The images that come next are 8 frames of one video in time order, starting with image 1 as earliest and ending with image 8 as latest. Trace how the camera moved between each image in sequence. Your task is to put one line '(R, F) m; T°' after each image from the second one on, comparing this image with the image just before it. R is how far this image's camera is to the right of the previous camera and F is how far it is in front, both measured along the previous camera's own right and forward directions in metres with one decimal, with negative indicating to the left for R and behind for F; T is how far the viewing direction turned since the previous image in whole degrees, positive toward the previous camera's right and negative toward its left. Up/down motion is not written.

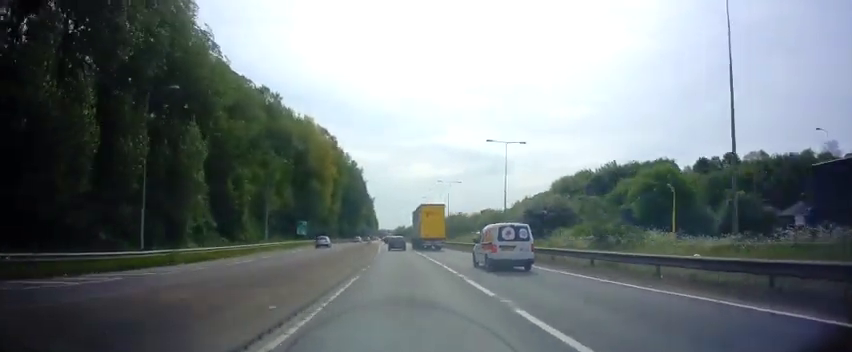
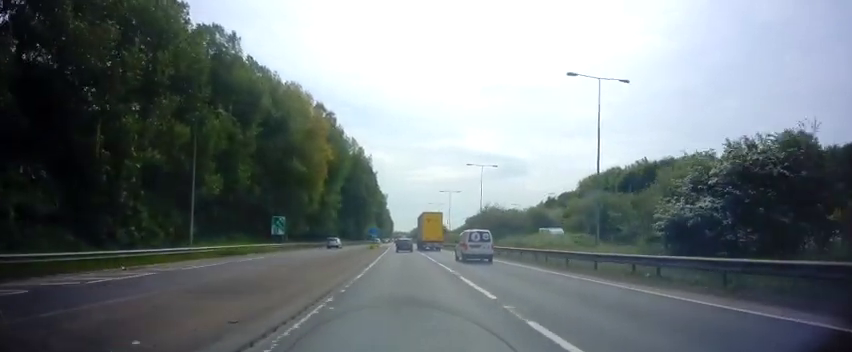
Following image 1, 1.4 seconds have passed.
(-0.6, +22.7) m; -3°
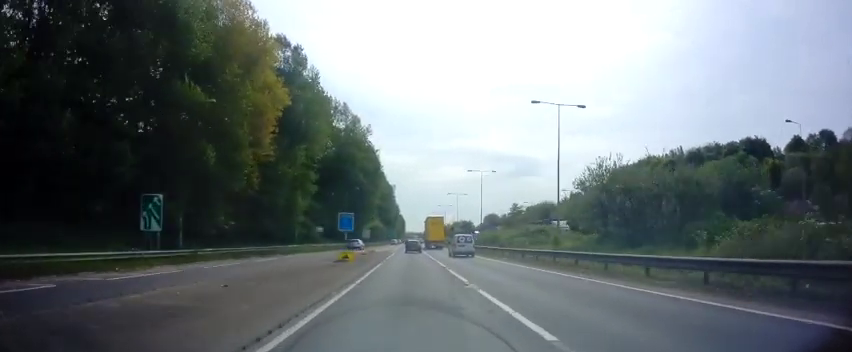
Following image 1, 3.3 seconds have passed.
(-0.2, +31.0) m; -1°
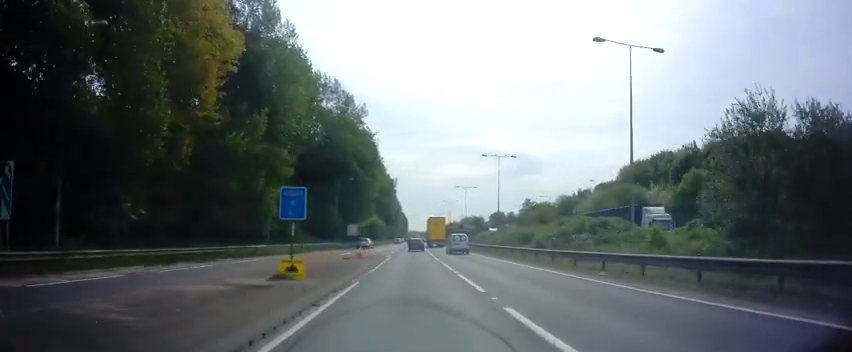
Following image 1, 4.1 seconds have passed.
(-0.4, +12.2) m; 0°
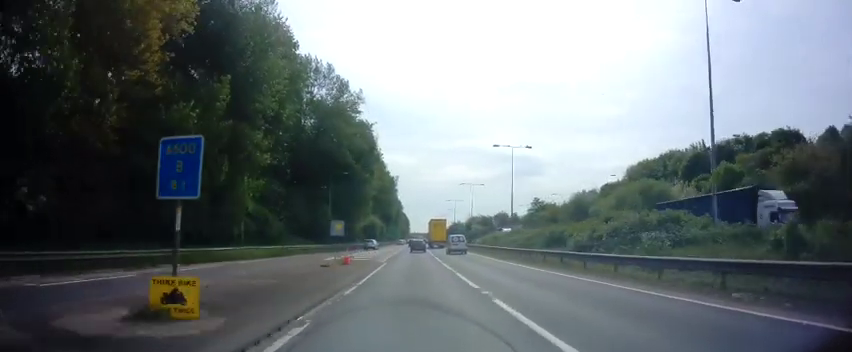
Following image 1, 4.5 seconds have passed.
(+0.1, +7.3) m; 0°
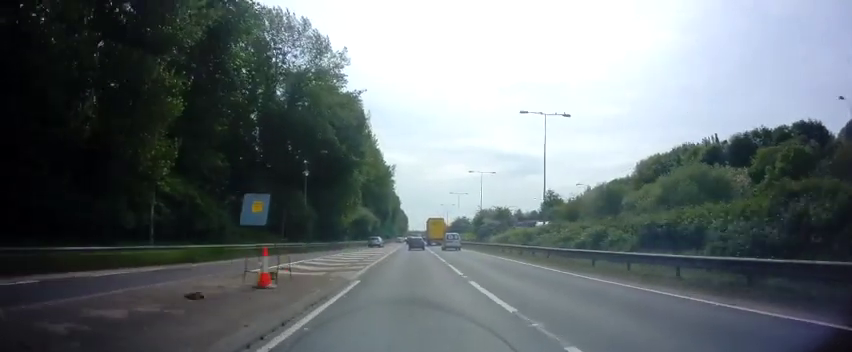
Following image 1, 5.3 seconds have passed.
(+0.2, +13.6) m; +1°
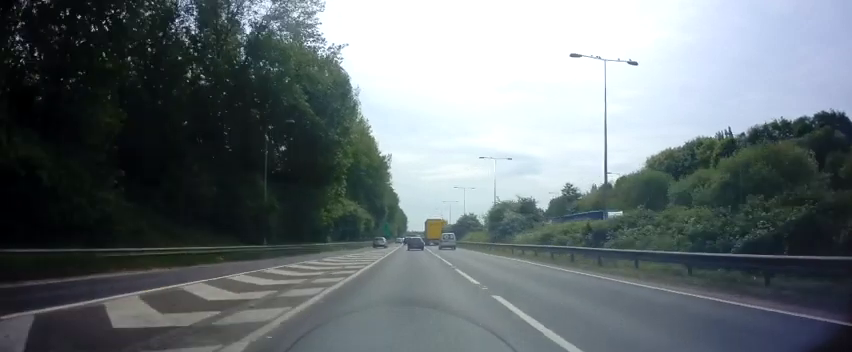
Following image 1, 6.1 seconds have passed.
(0.0, +13.3) m; -1°
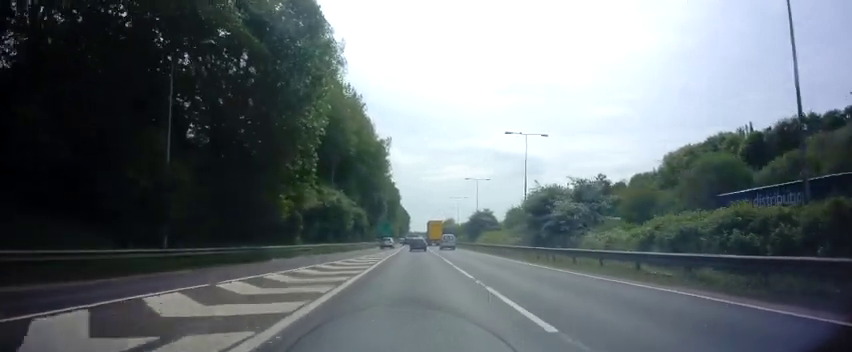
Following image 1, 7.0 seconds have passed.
(-0.4, +15.7) m; 0°
